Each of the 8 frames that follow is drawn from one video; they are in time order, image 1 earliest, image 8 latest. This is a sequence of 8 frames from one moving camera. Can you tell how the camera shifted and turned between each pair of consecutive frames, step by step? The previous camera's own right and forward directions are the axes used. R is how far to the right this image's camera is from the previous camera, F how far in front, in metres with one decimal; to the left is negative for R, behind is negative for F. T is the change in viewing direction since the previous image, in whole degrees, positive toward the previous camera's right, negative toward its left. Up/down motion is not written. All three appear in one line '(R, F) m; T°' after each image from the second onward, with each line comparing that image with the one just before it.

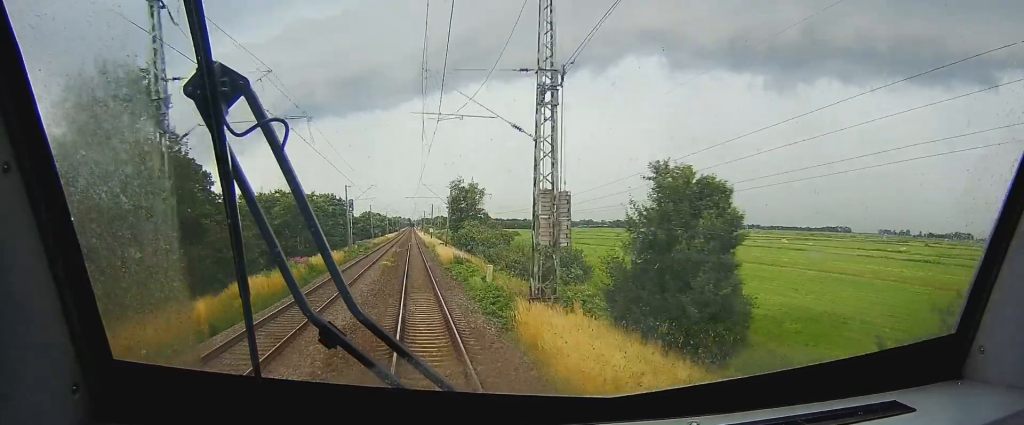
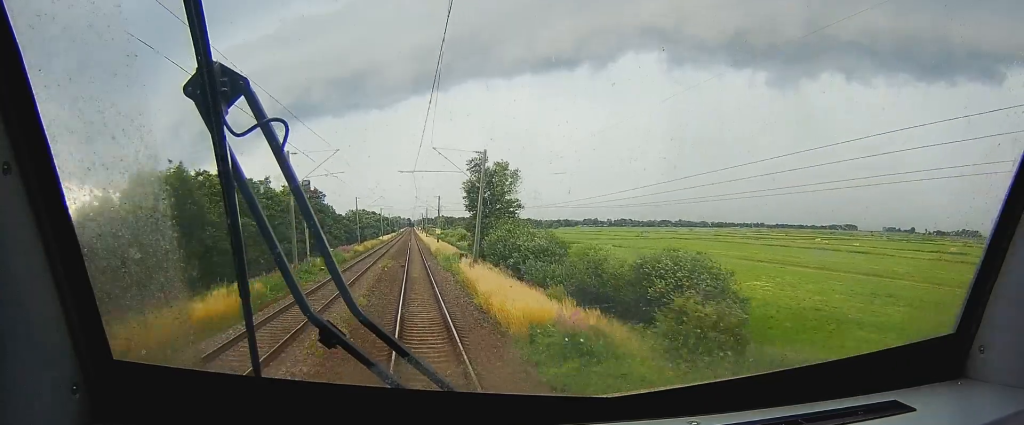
(-0.1, +37.4) m; 0°
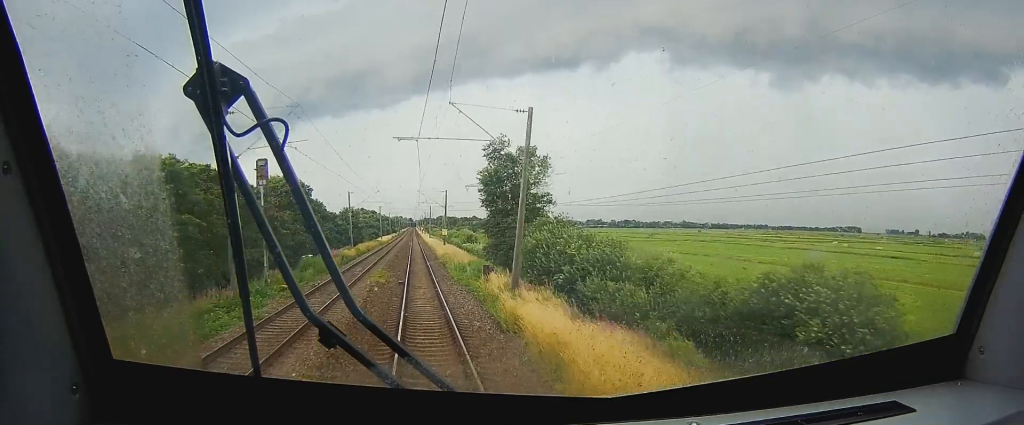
(-0.1, +15.5) m; 0°
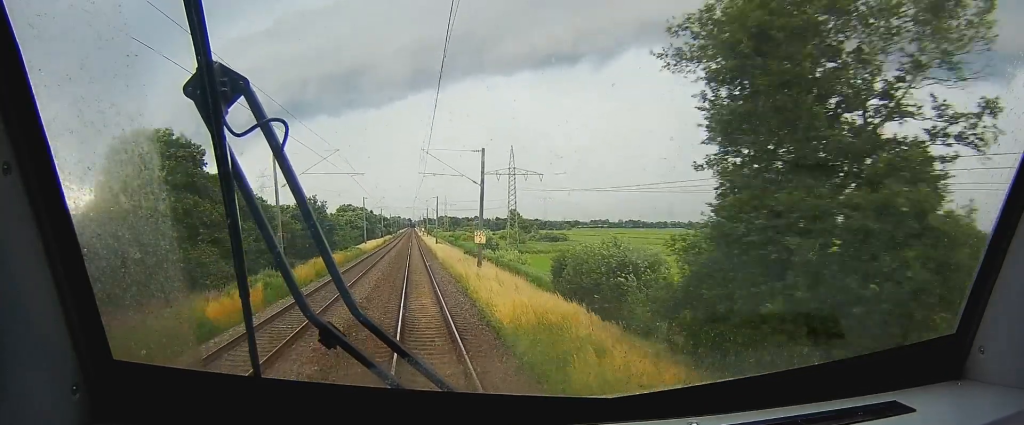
(+0.1, +50.0) m; 0°
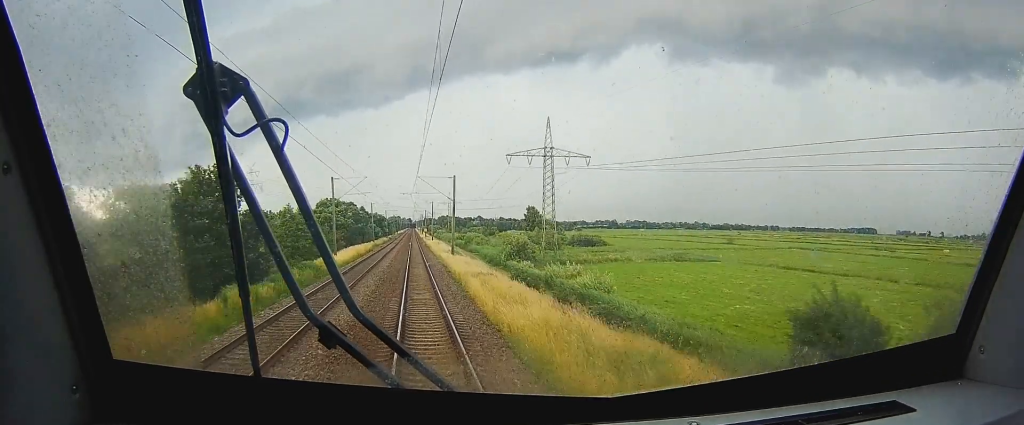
(-0.1, +42.5) m; 0°
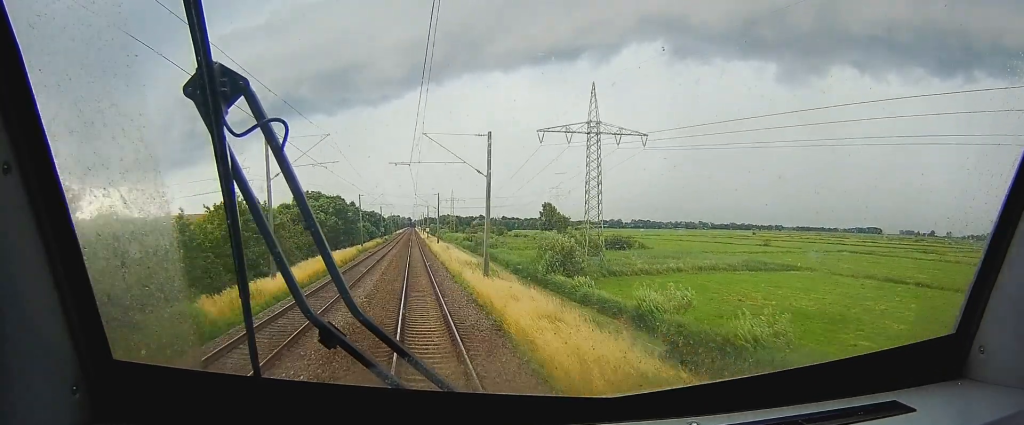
(0.0, +29.1) m; 0°
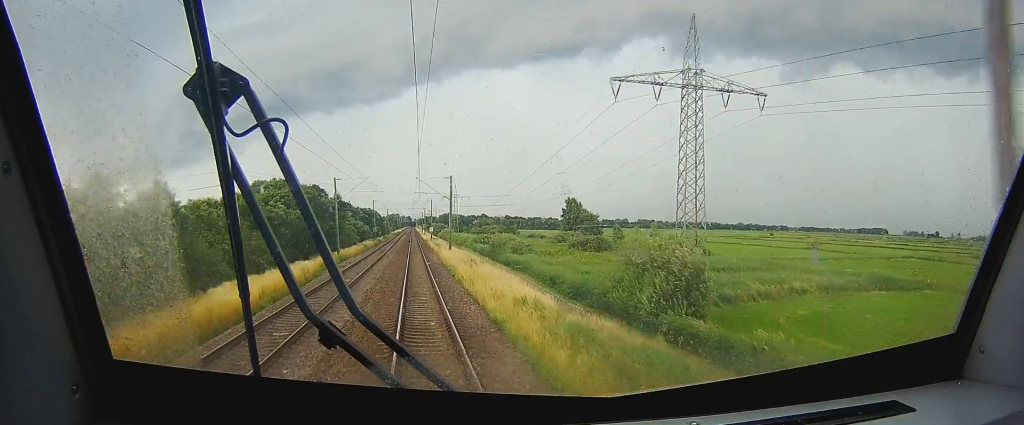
(-0.1, +32.5) m; 0°
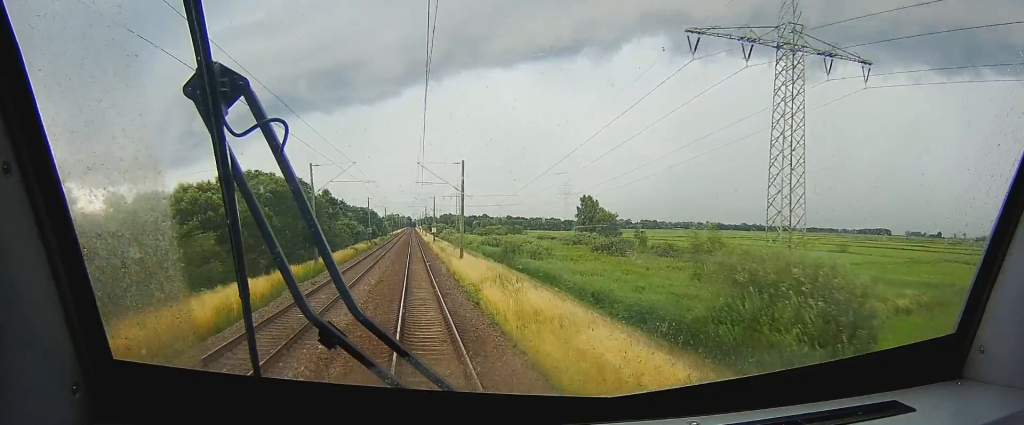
(0.0, +16.8) m; 0°
